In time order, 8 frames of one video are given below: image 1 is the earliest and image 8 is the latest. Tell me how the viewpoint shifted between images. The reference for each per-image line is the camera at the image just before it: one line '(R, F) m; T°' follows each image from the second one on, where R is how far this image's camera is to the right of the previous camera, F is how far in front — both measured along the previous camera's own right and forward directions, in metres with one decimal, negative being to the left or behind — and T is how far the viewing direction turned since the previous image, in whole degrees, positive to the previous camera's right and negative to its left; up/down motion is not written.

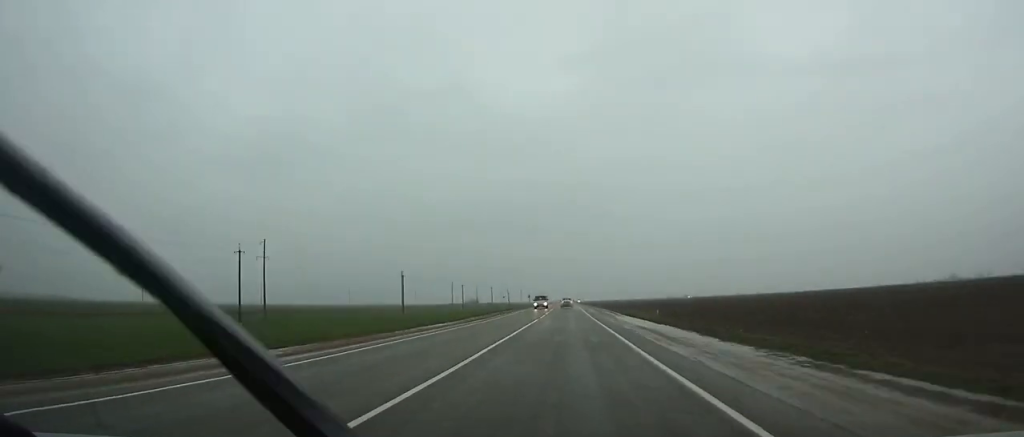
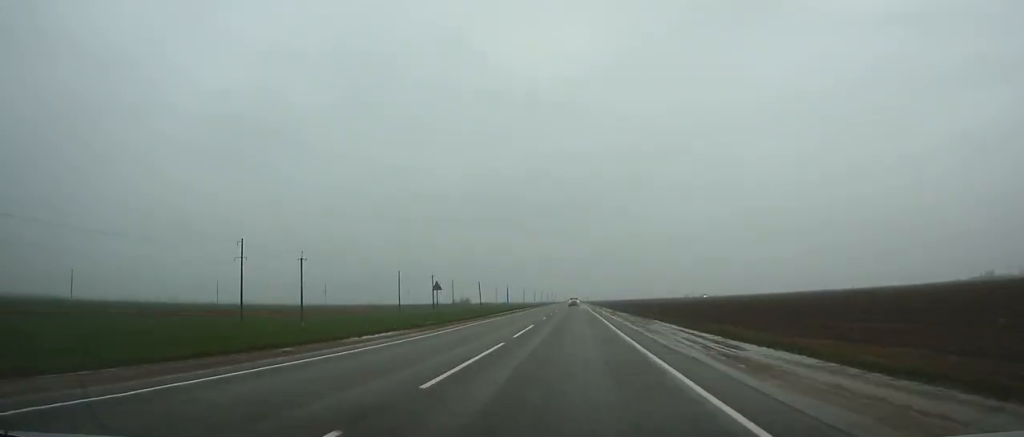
(-0.4, +118.6) m; 0°
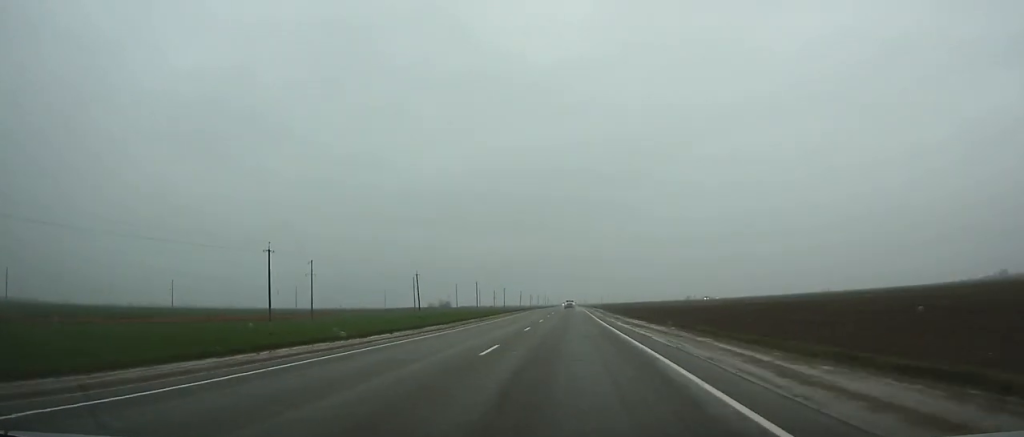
(+0.1, +73.3) m; 0°
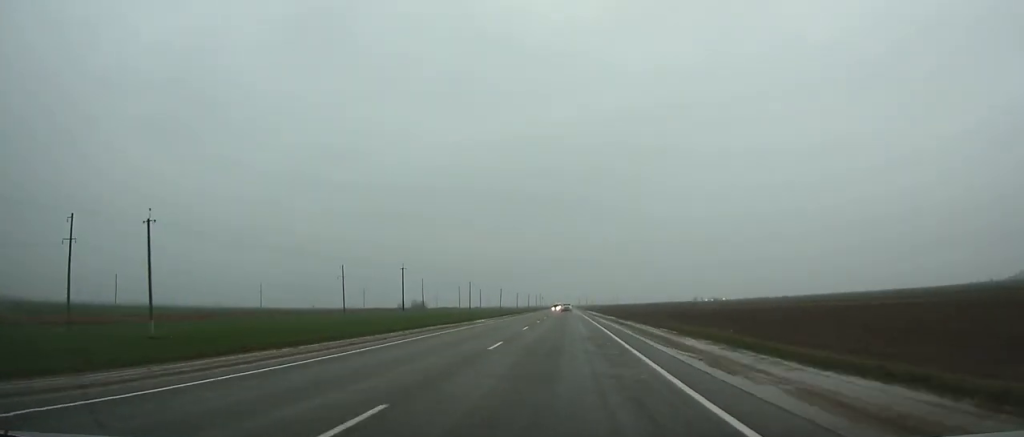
(0.0, +80.9) m; 0°
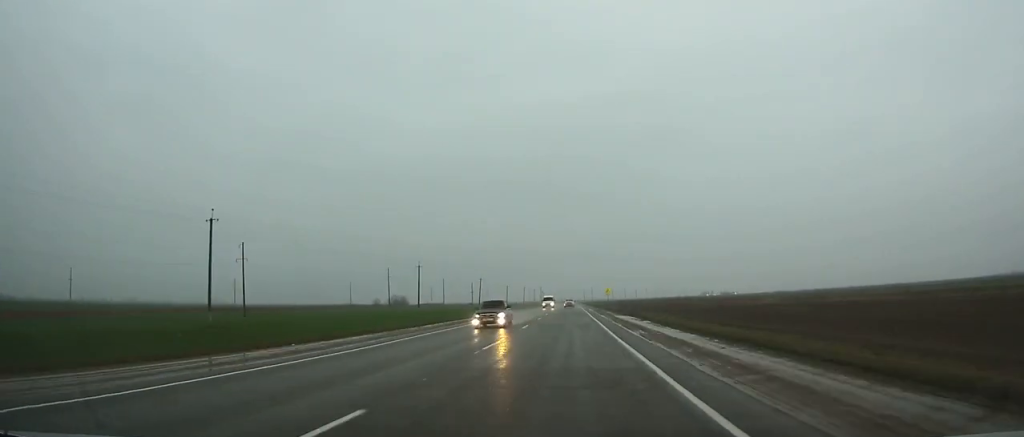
(0.0, +59.6) m; 0°
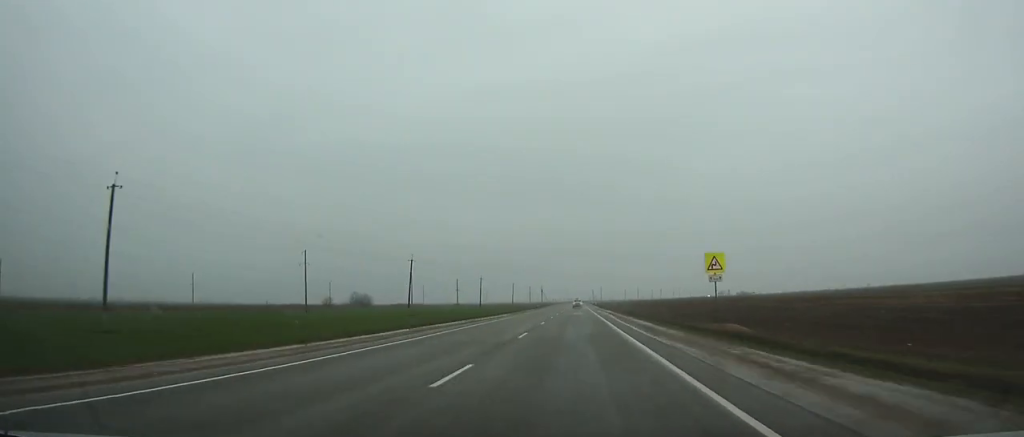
(-0.1, +78.4) m; 0°
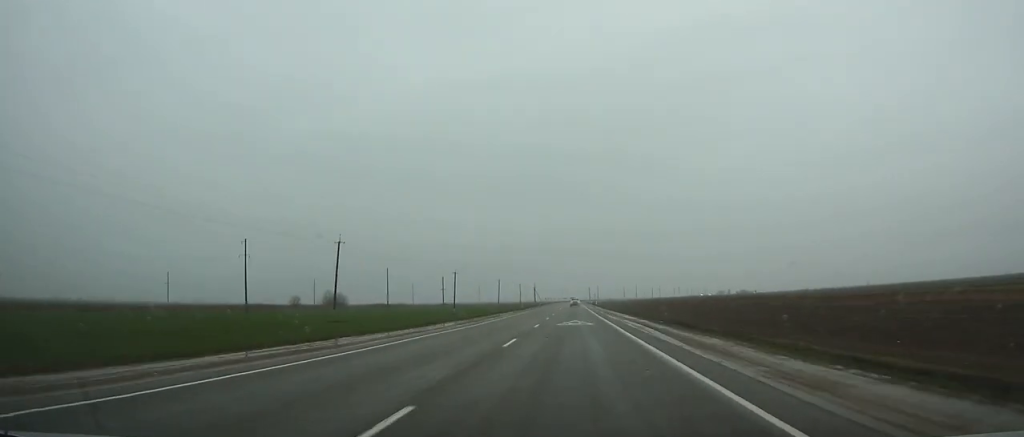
(-0.1, +28.3) m; 0°
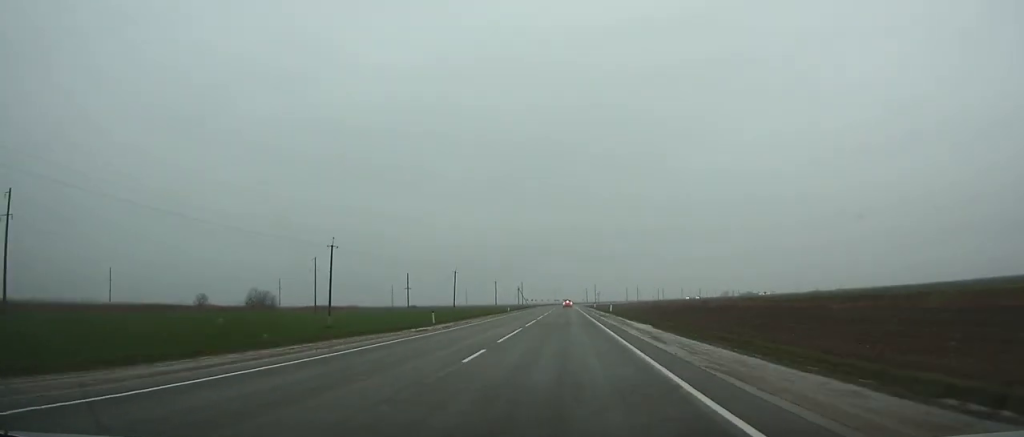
(+0.1, +63.2) m; 0°
